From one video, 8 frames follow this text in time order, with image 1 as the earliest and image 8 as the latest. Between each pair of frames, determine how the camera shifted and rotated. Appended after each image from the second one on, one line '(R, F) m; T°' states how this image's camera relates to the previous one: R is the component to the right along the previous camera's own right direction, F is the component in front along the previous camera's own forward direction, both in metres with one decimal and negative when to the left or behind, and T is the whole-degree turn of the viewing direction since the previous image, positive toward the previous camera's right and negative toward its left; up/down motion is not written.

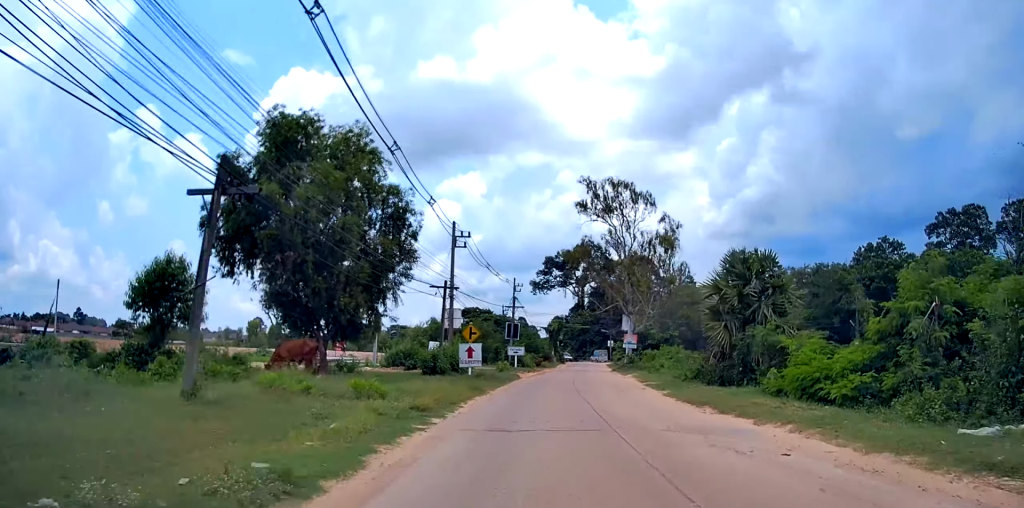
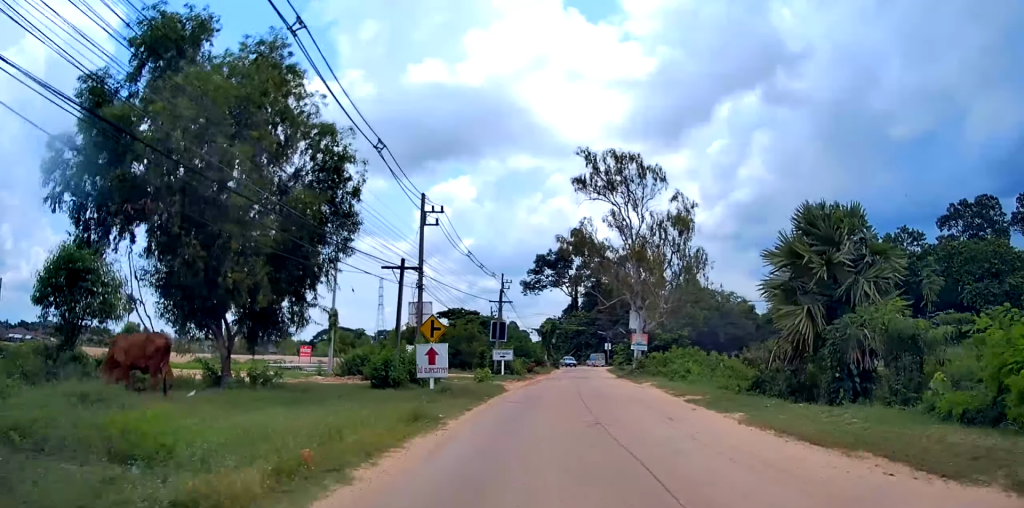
(0.0, +7.6) m; +1°
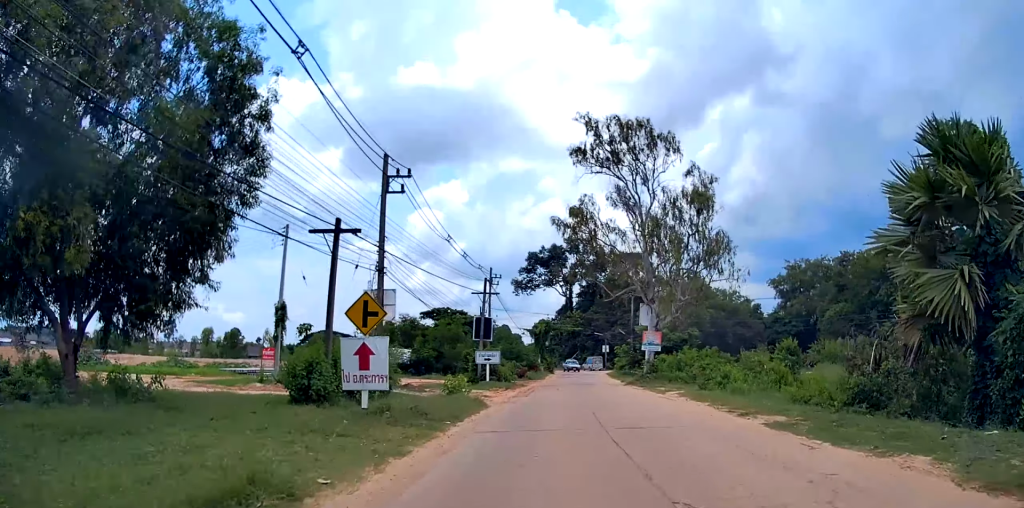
(+0.1, +6.9) m; +1°
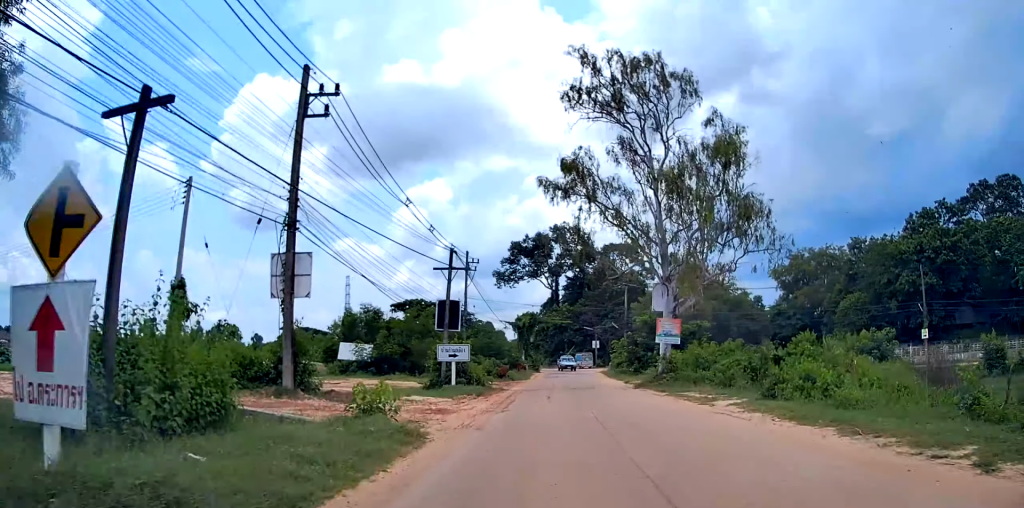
(+0.1, +8.1) m; +2°
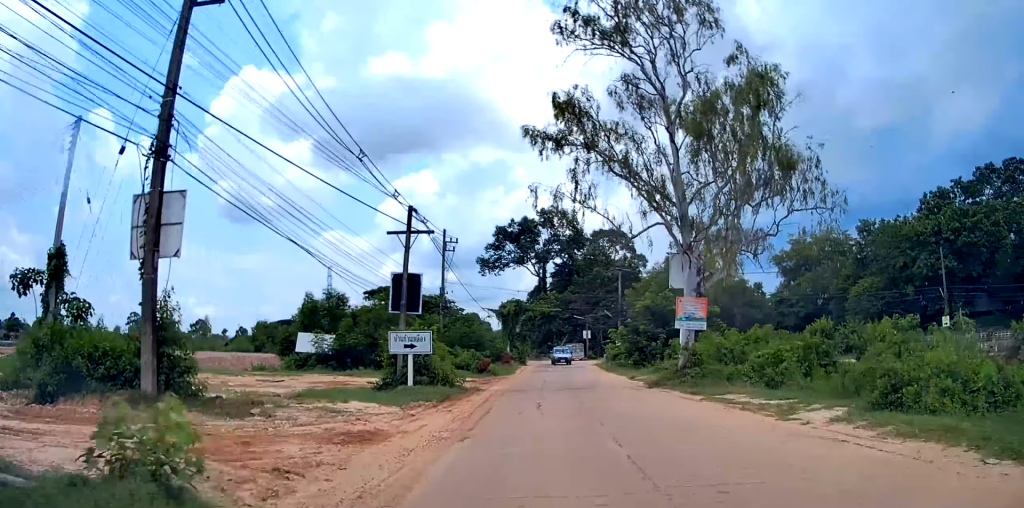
(0.0, +5.9) m; +1°
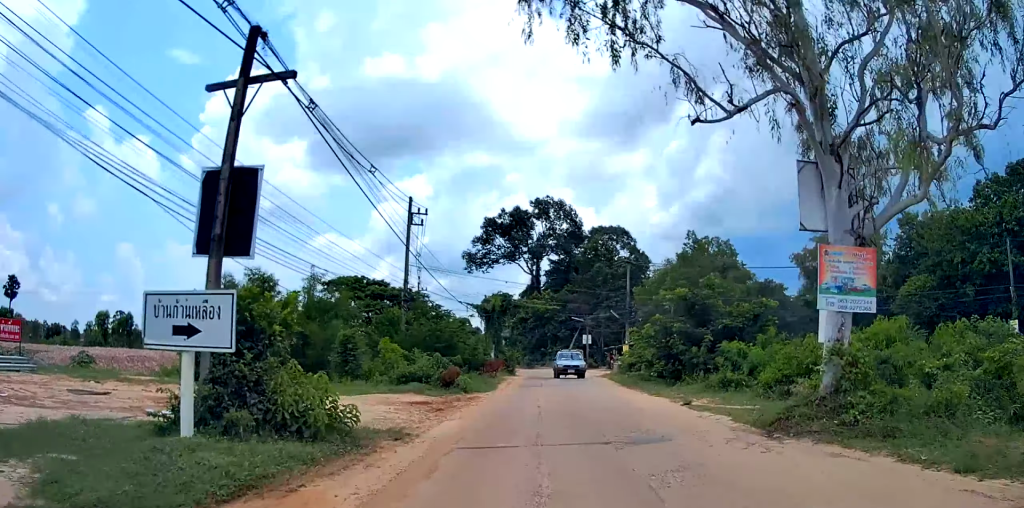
(+0.2, +11.1) m; 0°
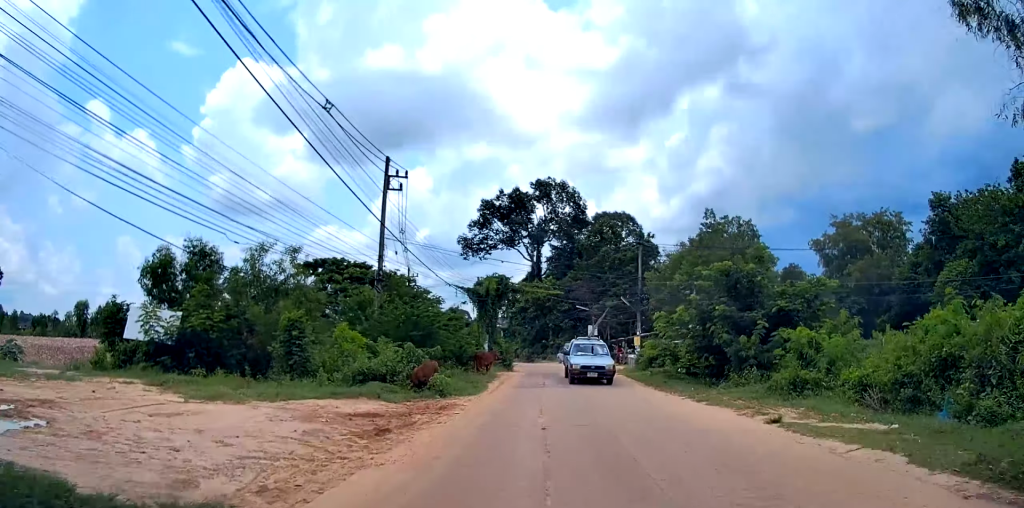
(-0.1, +6.2) m; 0°
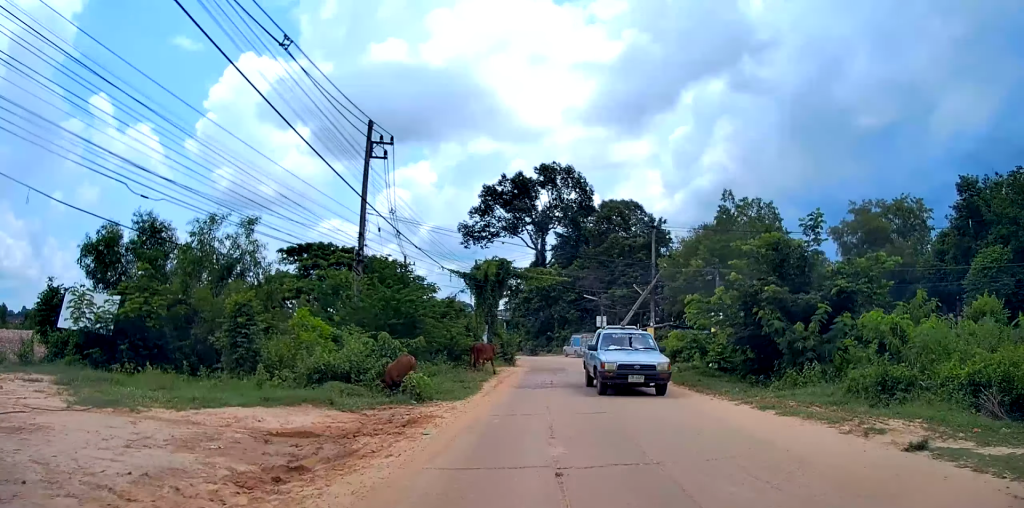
(0.0, +4.4) m; 0°
